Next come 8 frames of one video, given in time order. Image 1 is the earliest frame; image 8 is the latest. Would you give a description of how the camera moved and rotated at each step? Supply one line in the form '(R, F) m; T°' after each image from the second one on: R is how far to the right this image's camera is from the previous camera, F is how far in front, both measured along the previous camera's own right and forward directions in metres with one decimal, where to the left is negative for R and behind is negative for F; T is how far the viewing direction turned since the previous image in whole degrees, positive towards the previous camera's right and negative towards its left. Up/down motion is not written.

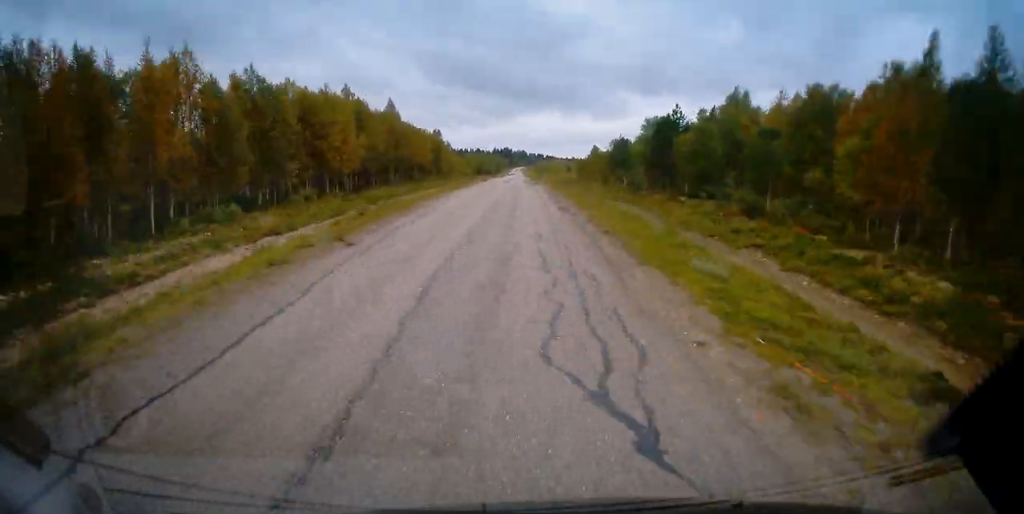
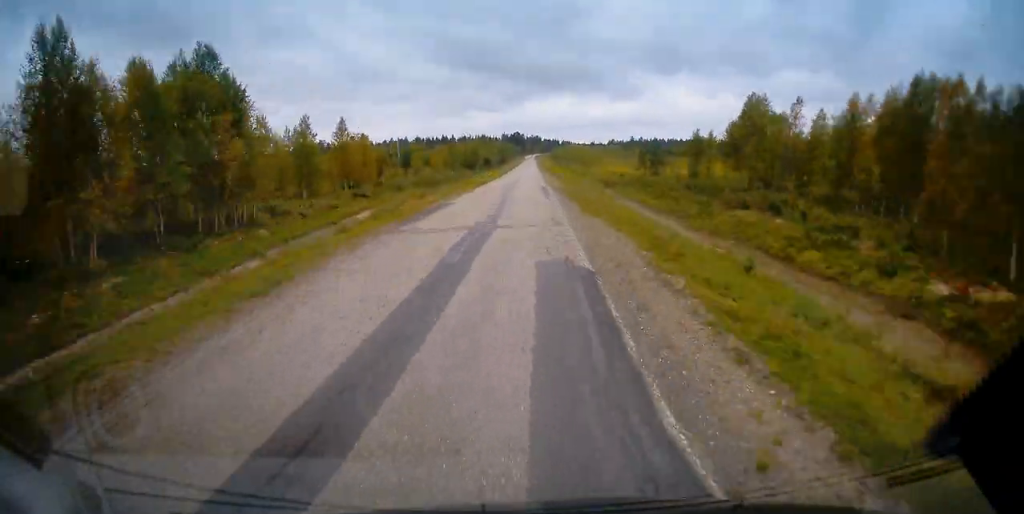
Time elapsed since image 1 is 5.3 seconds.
(-0.8, +76.1) m; -1°
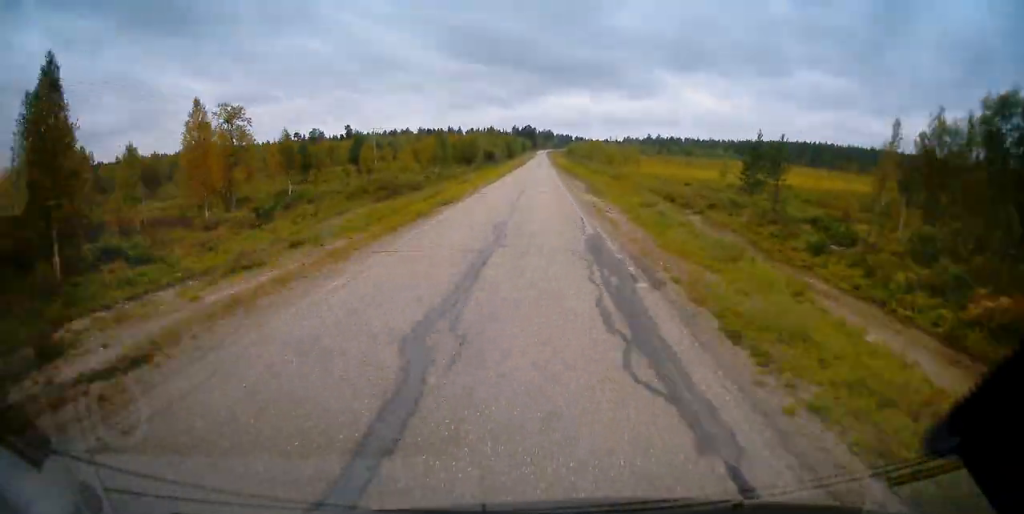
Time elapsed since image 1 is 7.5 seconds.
(-0.1, +32.5) m; 0°
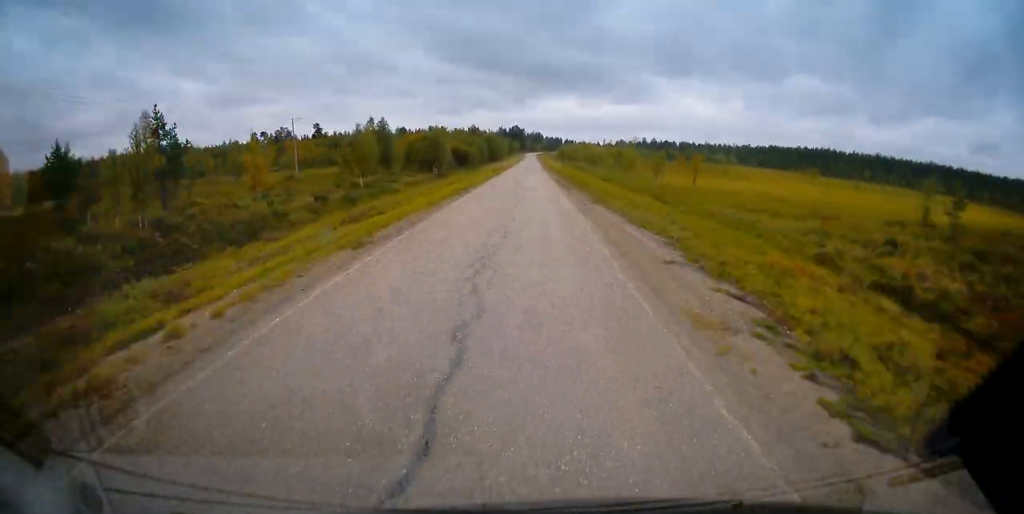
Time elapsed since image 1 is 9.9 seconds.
(0.0, +34.9) m; 0°
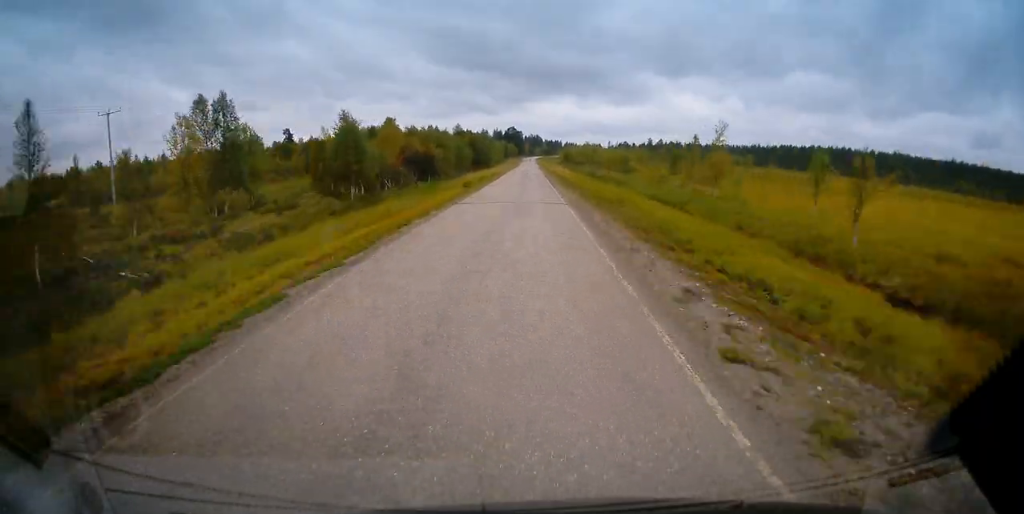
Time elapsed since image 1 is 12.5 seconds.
(0.0, +37.3) m; 0°
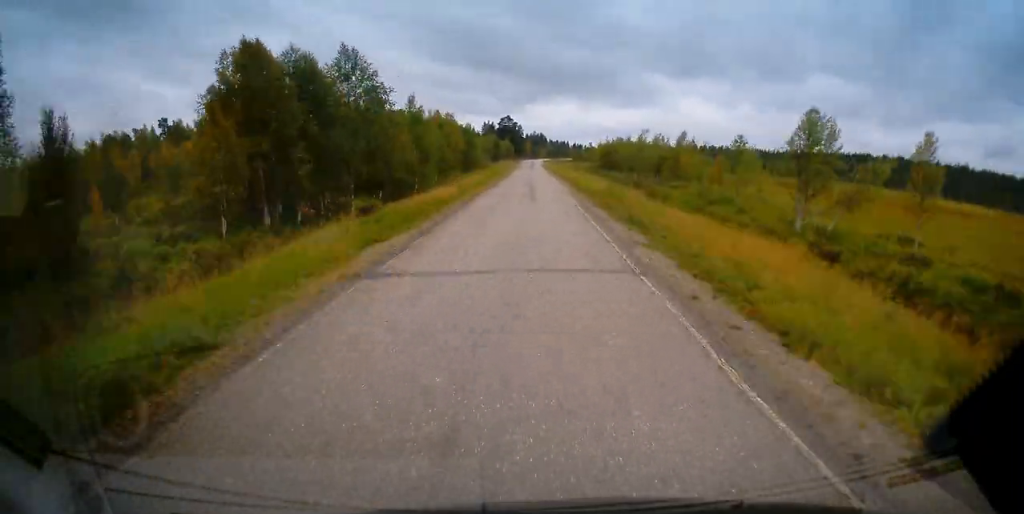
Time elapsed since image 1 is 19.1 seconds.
(-0.1, +99.3) m; 0°
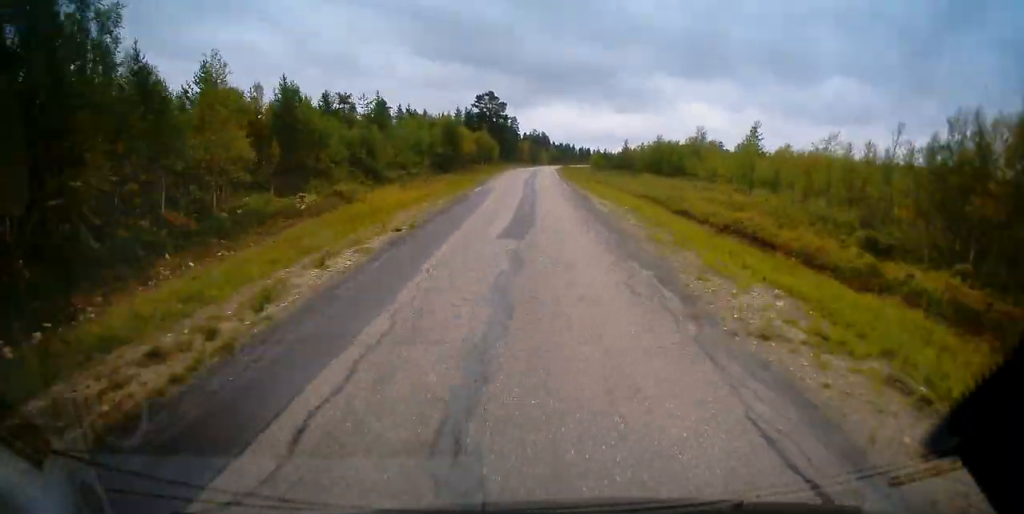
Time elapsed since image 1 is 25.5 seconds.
(+0.2, +99.2) m; +1°
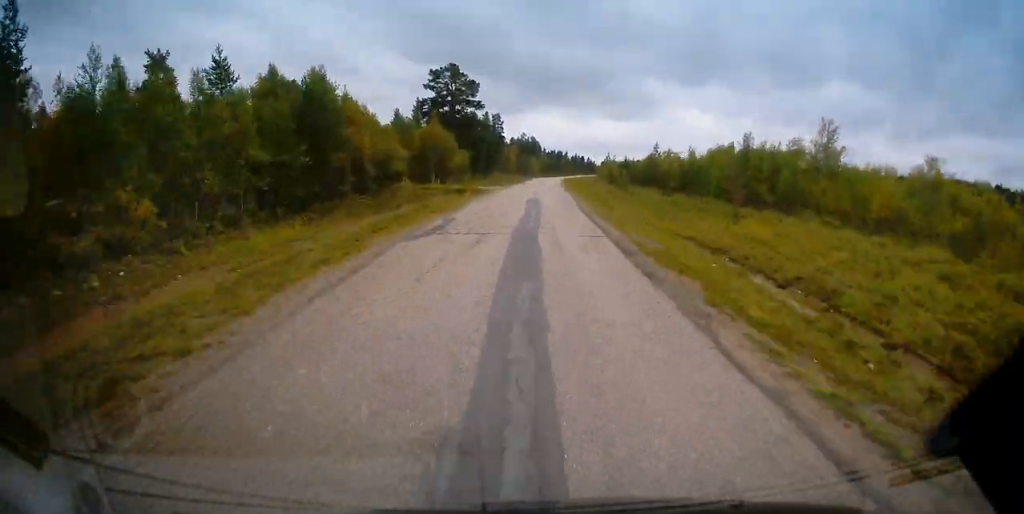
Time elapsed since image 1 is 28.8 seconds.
(+0.4, +51.2) m; +1°
